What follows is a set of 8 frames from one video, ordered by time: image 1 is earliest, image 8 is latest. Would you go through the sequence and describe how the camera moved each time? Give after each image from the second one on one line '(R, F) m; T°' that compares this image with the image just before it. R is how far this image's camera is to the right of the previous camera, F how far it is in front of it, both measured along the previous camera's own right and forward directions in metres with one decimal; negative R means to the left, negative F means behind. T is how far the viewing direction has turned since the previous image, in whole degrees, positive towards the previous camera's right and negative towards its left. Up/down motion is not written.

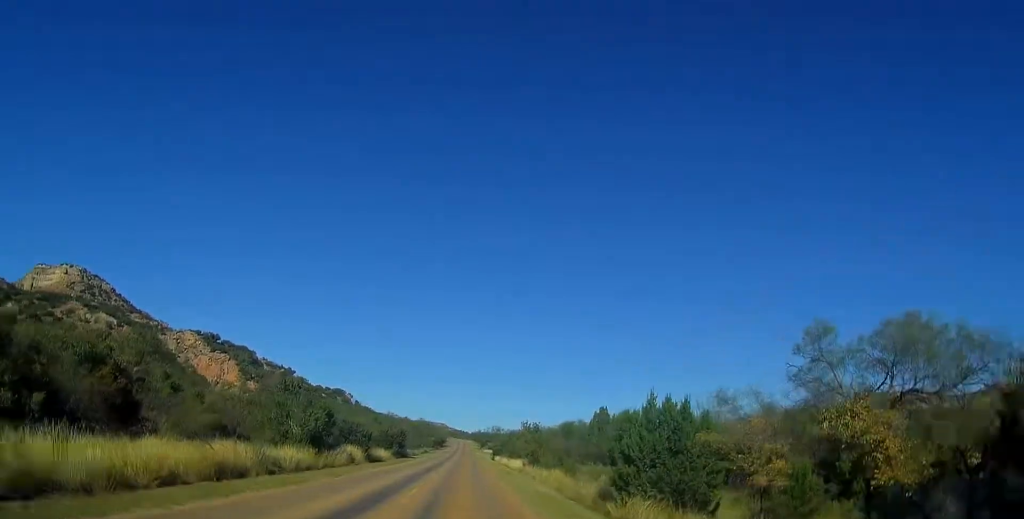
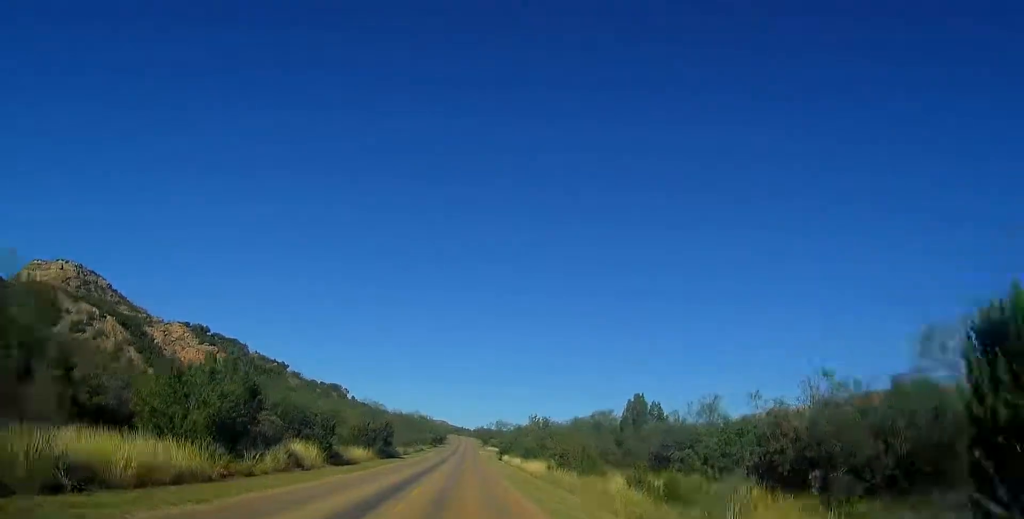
(0.0, +13.5) m; 0°
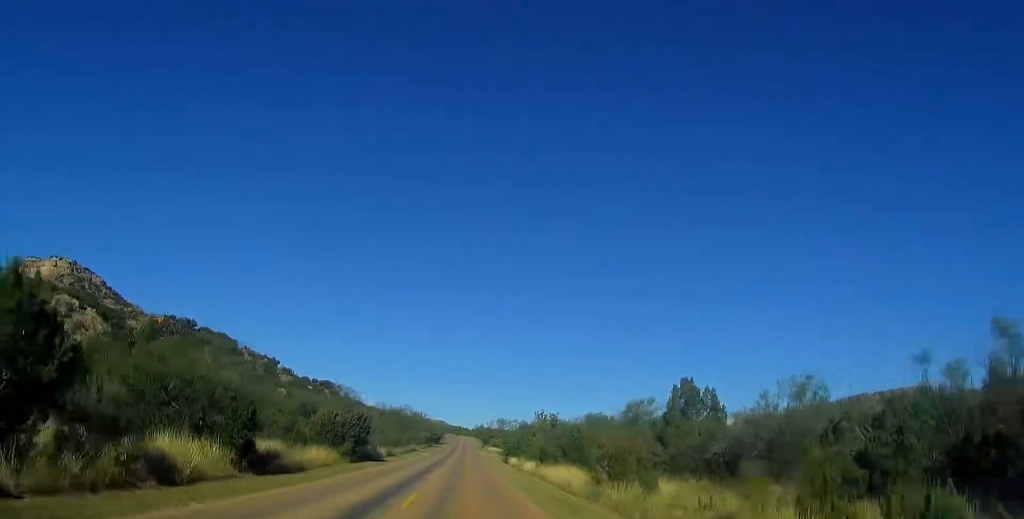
(0.0, +11.9) m; 0°
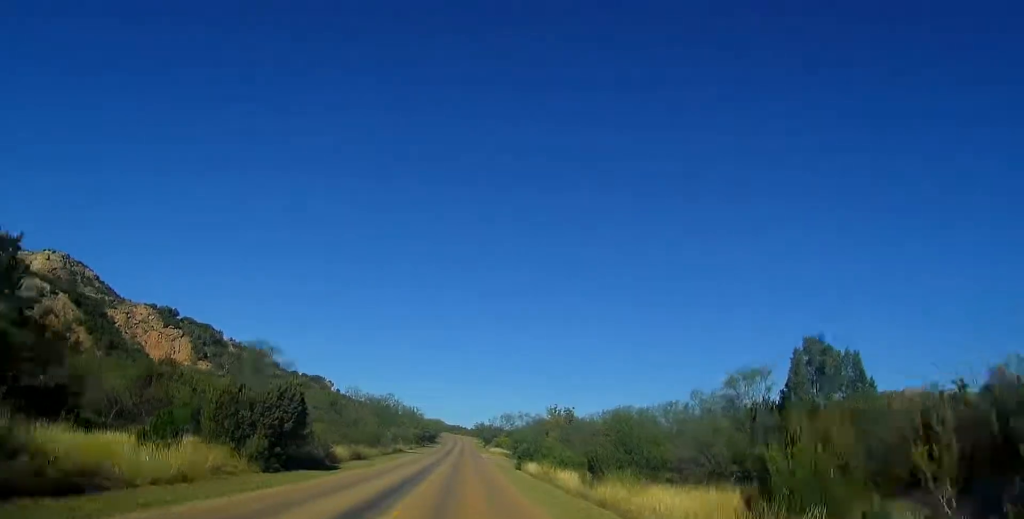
(-0.1, +16.9) m; 0°
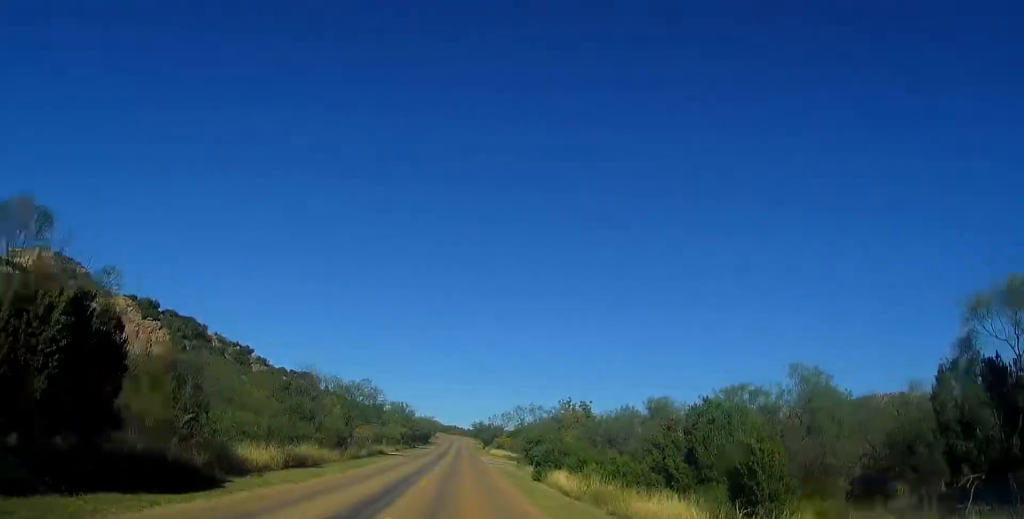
(+0.1, +14.0) m; +1°
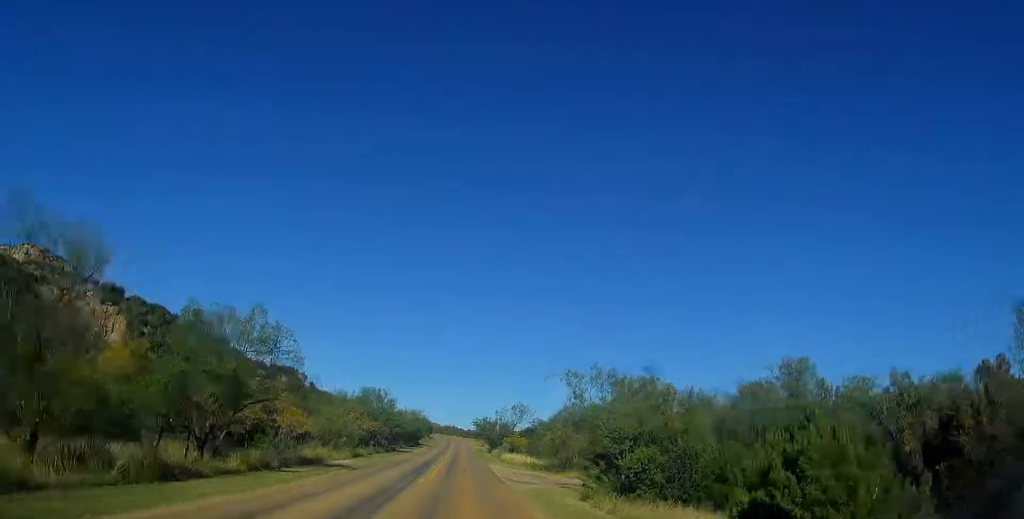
(+0.2, +25.4) m; -1°
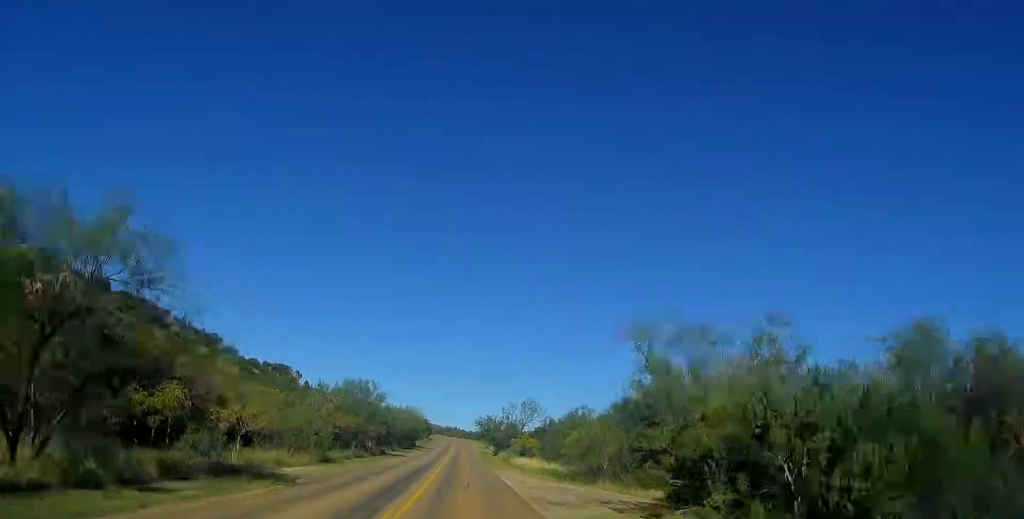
(-0.1, +10.7) m; -1°
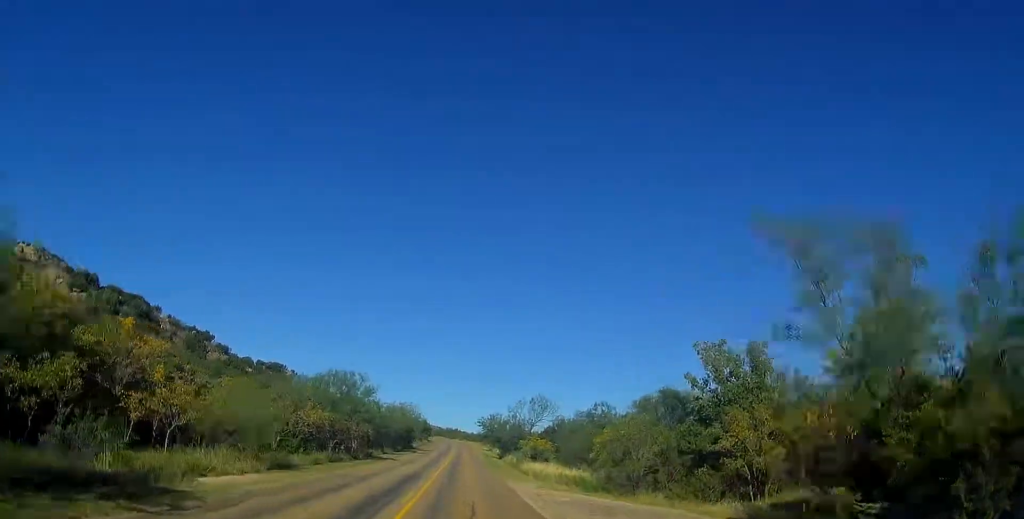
(-0.1, +8.3) m; 0°
